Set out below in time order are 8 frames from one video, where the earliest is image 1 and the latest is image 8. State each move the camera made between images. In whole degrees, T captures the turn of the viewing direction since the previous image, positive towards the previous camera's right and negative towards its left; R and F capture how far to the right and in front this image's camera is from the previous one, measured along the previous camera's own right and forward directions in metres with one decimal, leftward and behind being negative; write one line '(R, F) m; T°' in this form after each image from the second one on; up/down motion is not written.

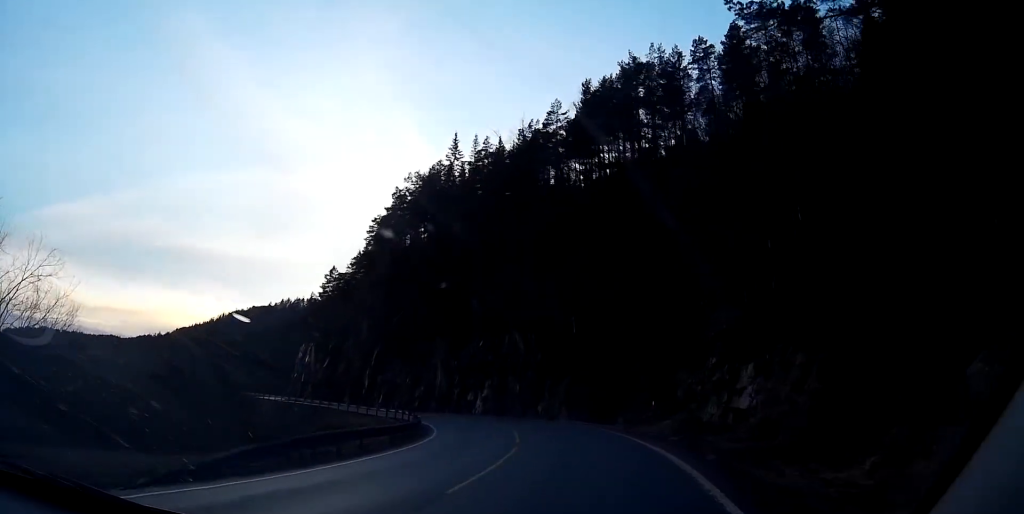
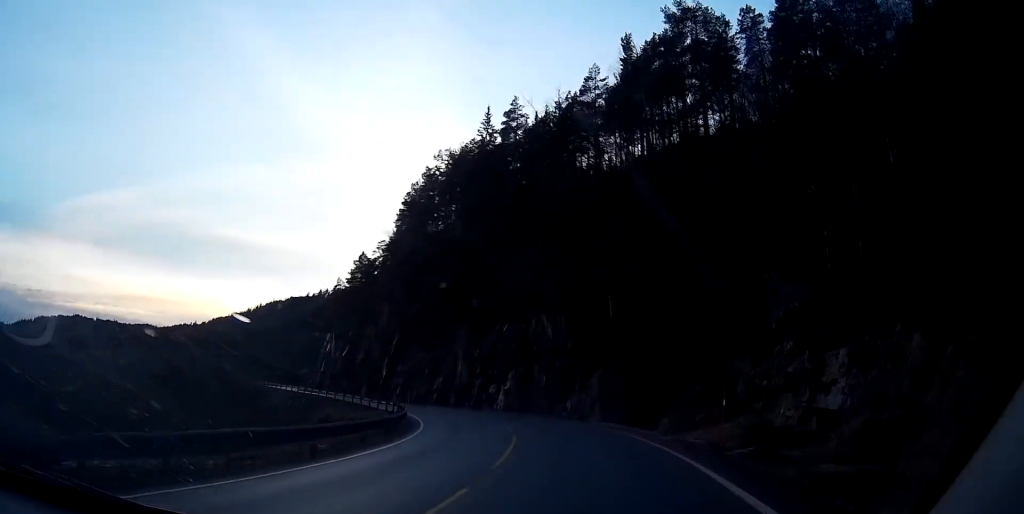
(-0.4, +8.8) m; -3°
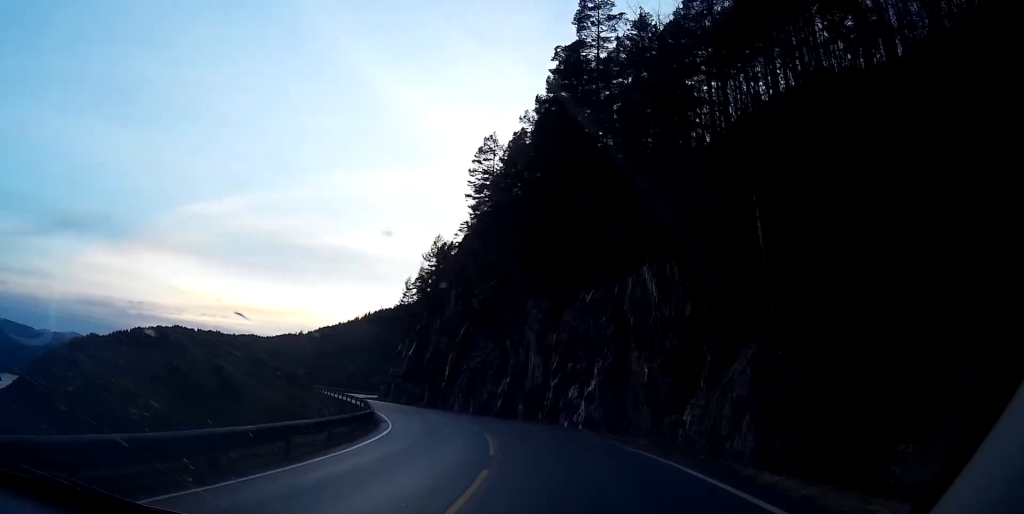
(-1.0, +20.6) m; -6°
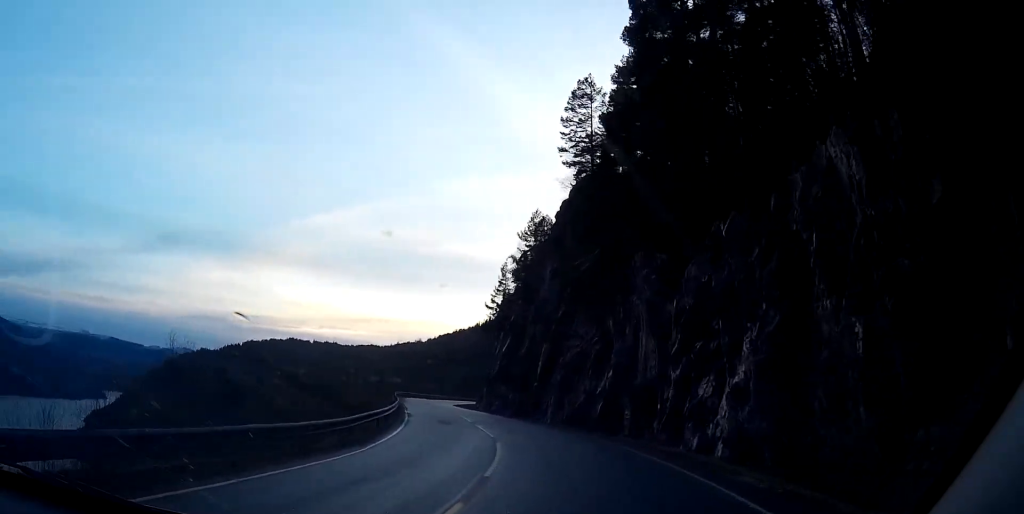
(-0.8, +15.7) m; -8°
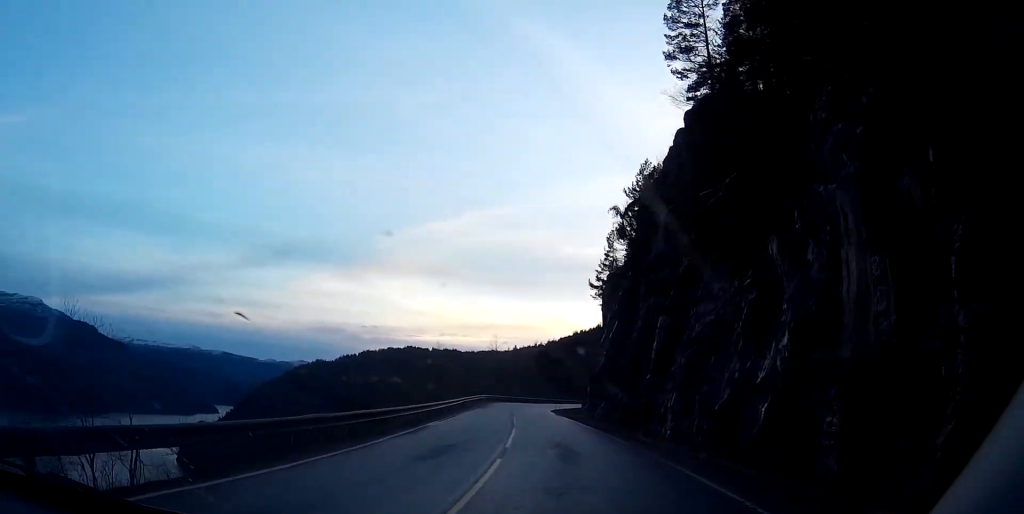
(-1.7, +18.2) m; -7°
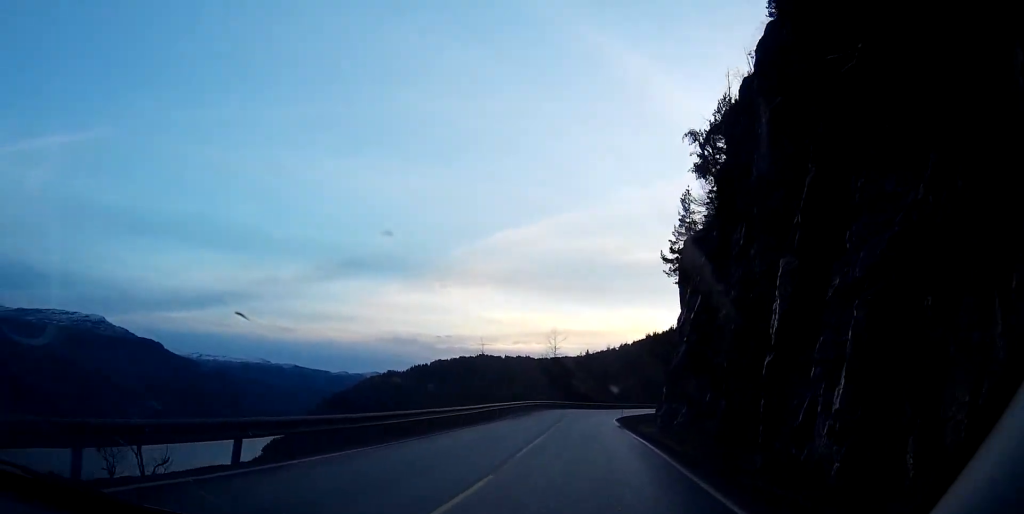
(-0.3, +15.2) m; -4°
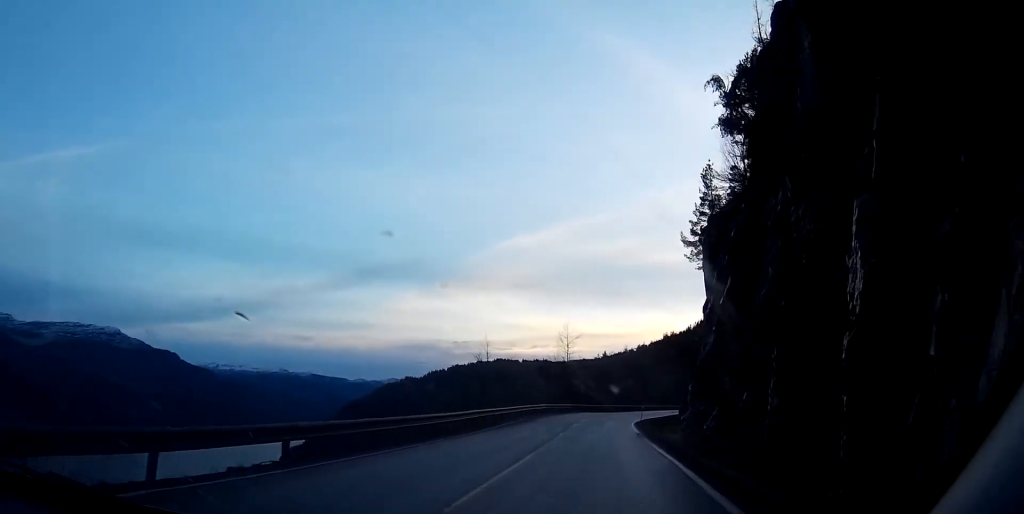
(+0.1, +6.3) m; -3°
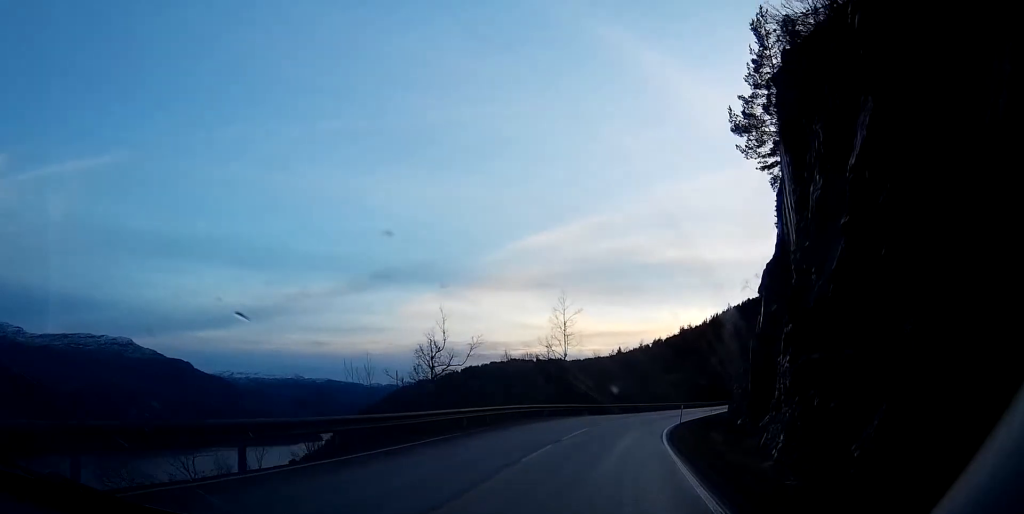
(-1.8, +20.6) m; -7°
